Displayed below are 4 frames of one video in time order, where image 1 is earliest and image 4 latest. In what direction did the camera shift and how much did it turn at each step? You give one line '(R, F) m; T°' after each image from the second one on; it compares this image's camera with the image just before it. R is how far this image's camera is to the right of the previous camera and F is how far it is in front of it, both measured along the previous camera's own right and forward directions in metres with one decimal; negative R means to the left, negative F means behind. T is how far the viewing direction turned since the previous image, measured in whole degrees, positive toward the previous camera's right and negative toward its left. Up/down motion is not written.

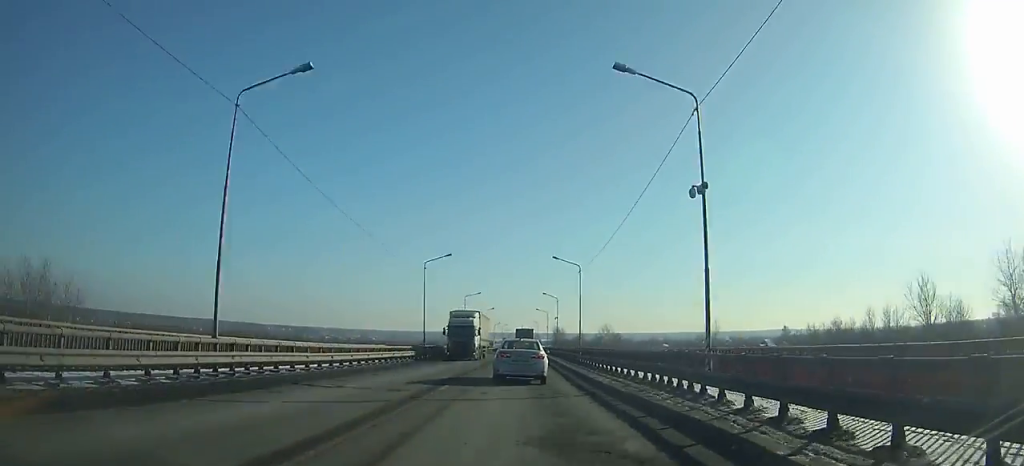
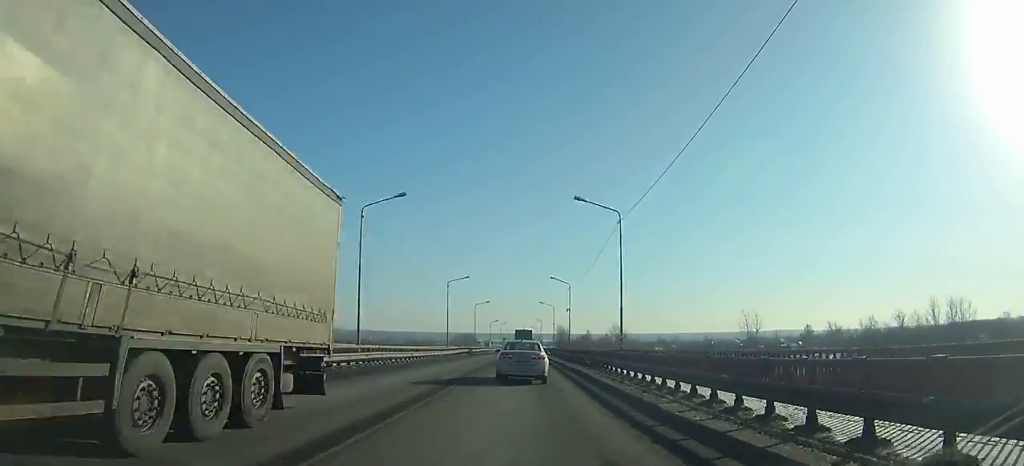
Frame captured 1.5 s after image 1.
(-0.1, +25.1) m; 0°
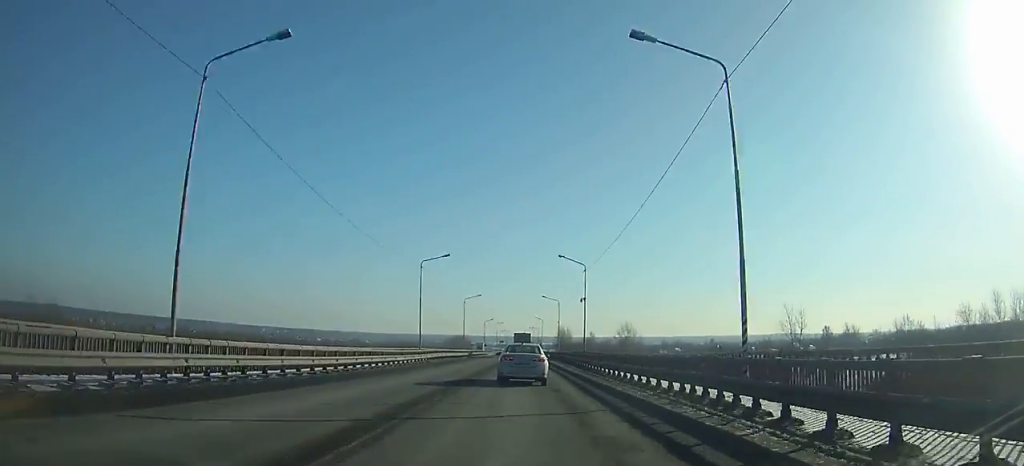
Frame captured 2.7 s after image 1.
(-0.1, +20.1) m; 0°
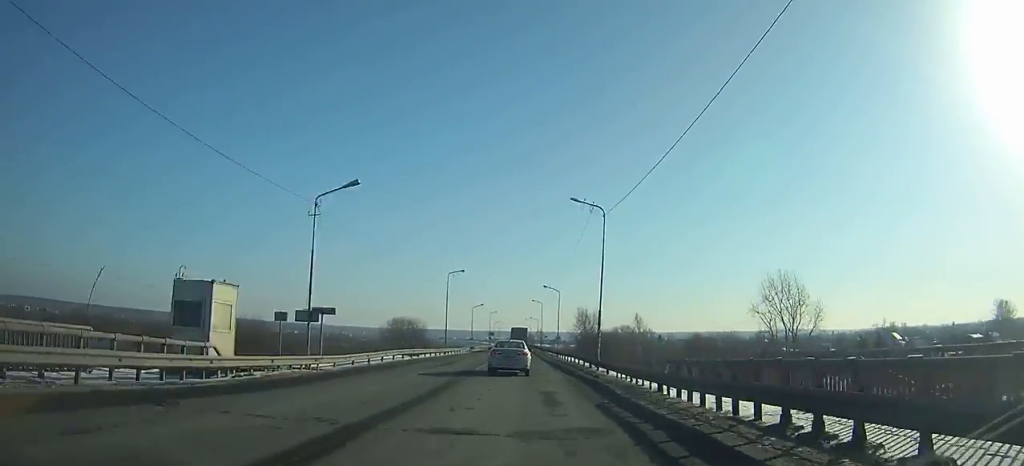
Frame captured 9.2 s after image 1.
(+0.5, +112.1) m; 0°
